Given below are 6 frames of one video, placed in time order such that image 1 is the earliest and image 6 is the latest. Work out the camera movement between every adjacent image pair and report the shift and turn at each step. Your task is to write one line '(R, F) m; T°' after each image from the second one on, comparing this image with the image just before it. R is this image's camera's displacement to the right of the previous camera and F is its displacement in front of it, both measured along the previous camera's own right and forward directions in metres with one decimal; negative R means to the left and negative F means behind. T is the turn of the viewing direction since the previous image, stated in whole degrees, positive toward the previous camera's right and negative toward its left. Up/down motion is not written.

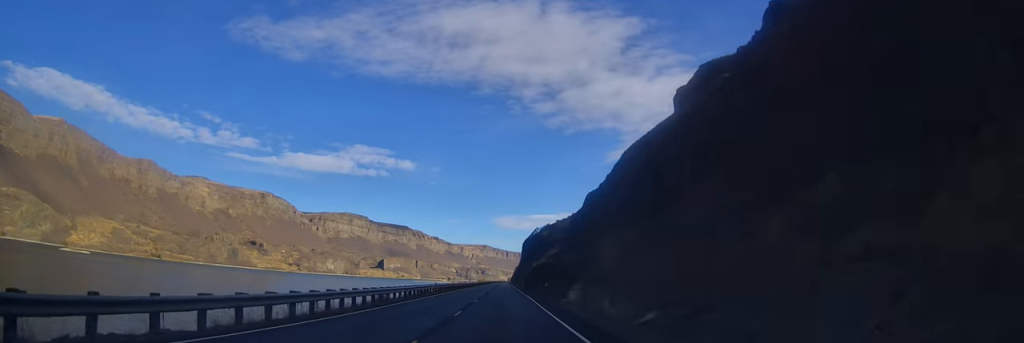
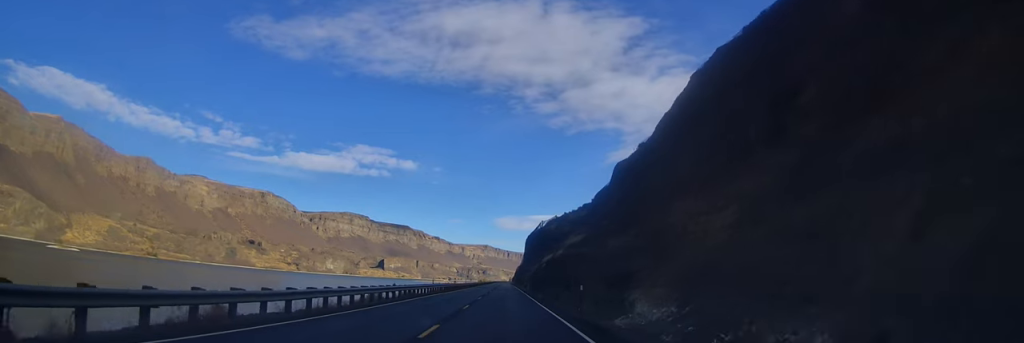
(0.0, +21.4) m; +1°
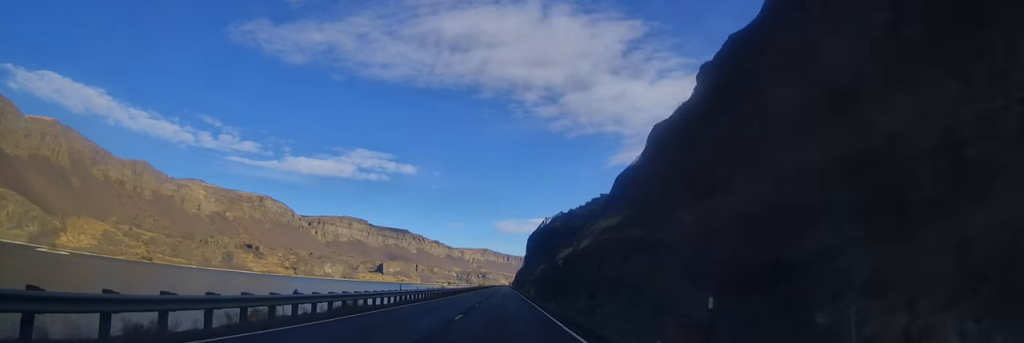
(+0.3, +16.5) m; +1°
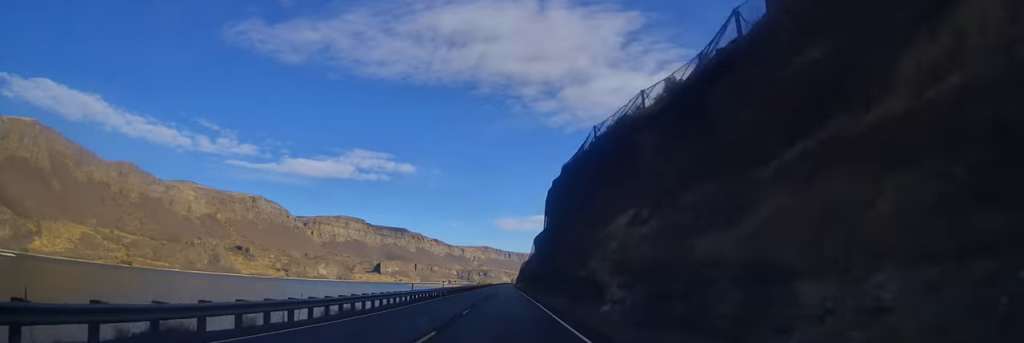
(-2.4, +83.3) m; -2°
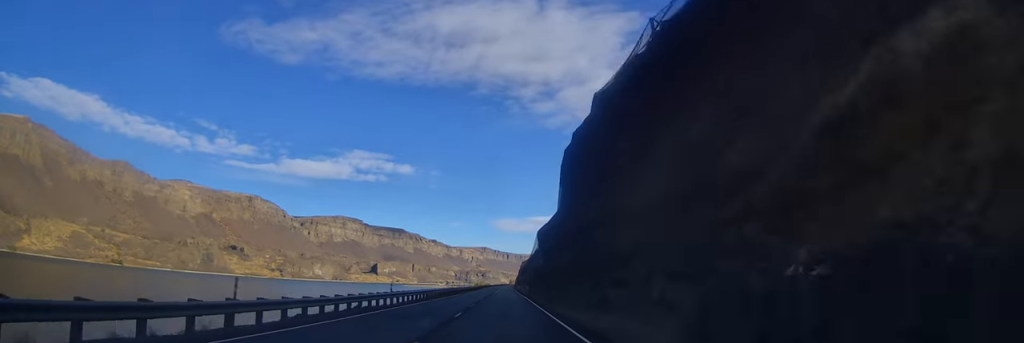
(+0.1, +28.1) m; 0°
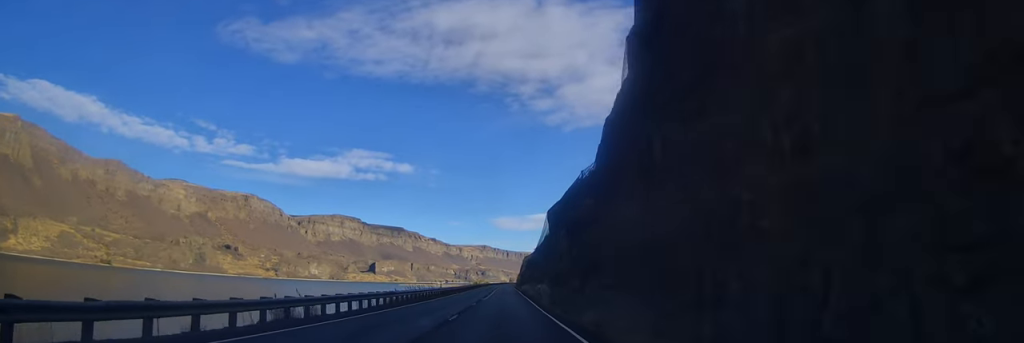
(+0.1, +40.3) m; 0°
